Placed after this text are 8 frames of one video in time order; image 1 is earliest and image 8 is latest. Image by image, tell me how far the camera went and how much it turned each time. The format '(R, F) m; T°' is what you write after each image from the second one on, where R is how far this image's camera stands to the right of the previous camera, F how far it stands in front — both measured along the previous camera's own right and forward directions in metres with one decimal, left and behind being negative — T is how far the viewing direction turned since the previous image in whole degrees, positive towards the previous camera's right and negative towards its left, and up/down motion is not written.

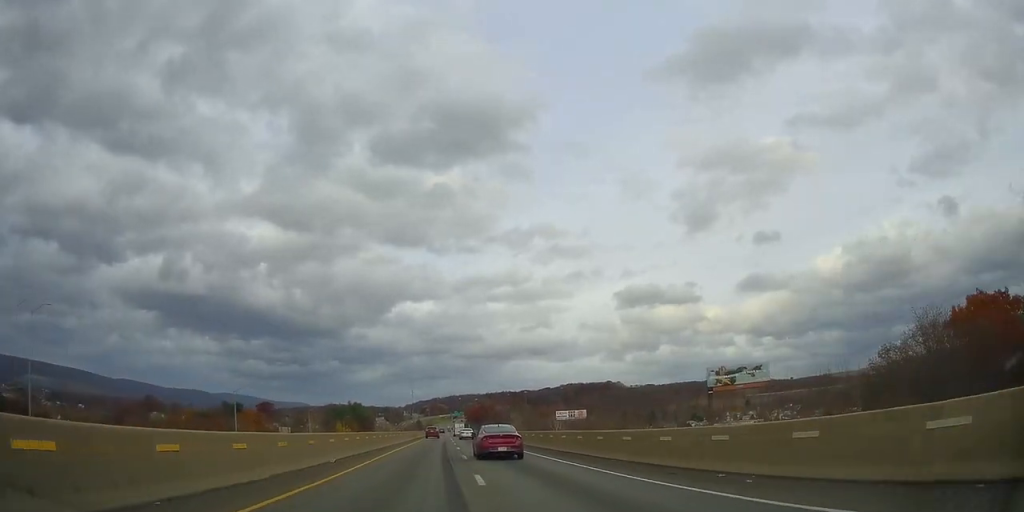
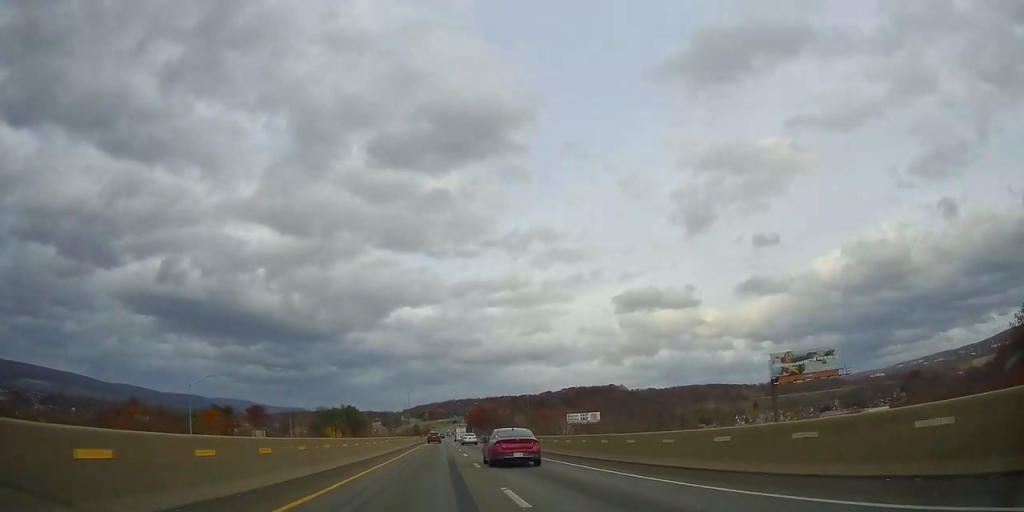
(+0.2, +27.9) m; 0°
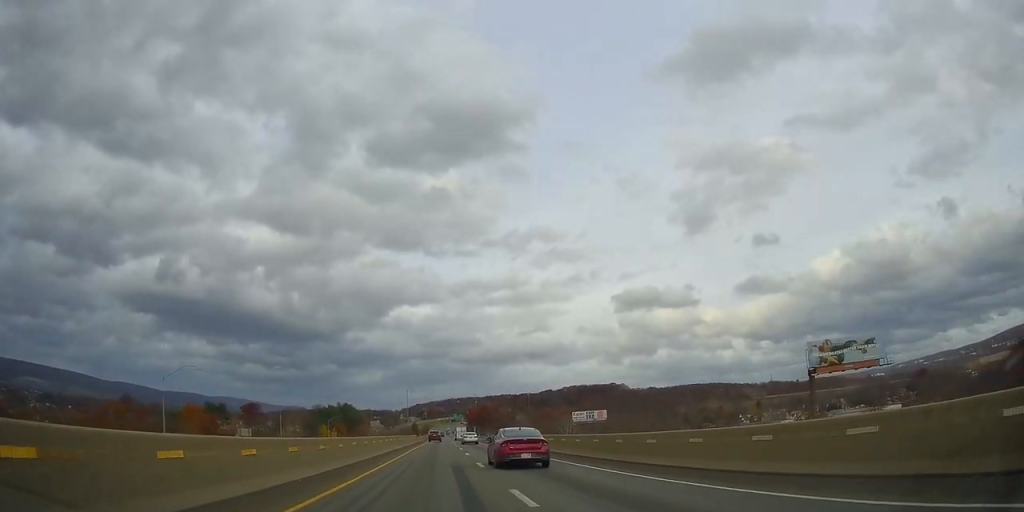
(+0.1, +12.4) m; 0°
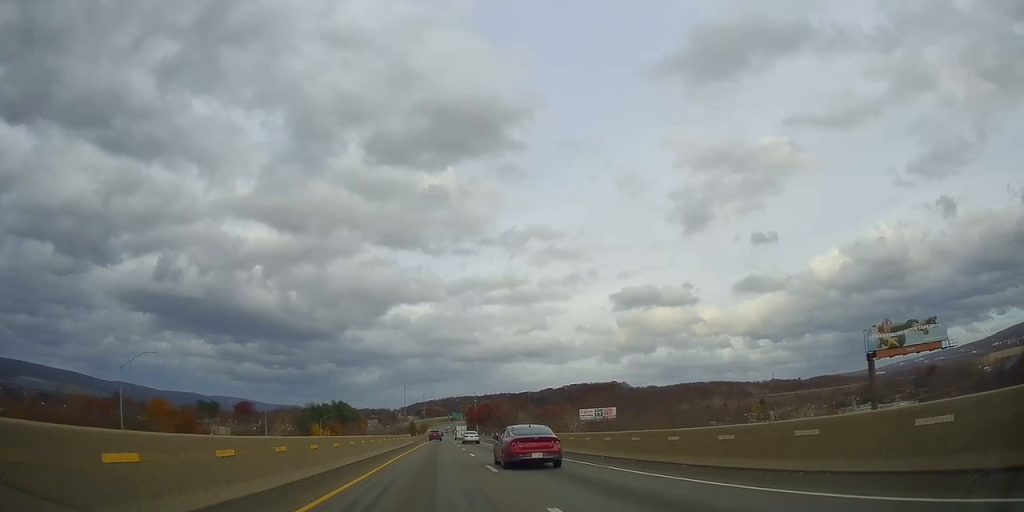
(-0.1, +15.9) m; 0°
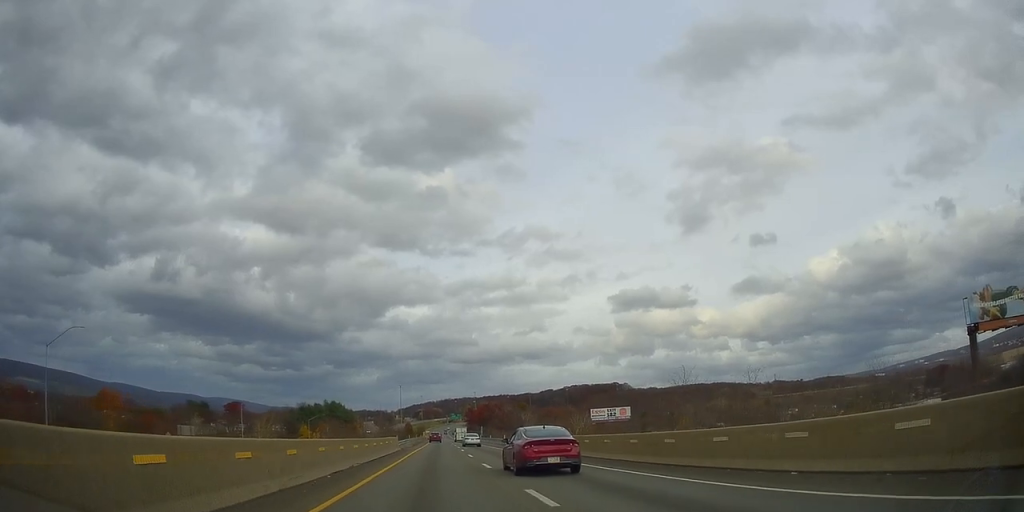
(-0.2, +20.8) m; 0°
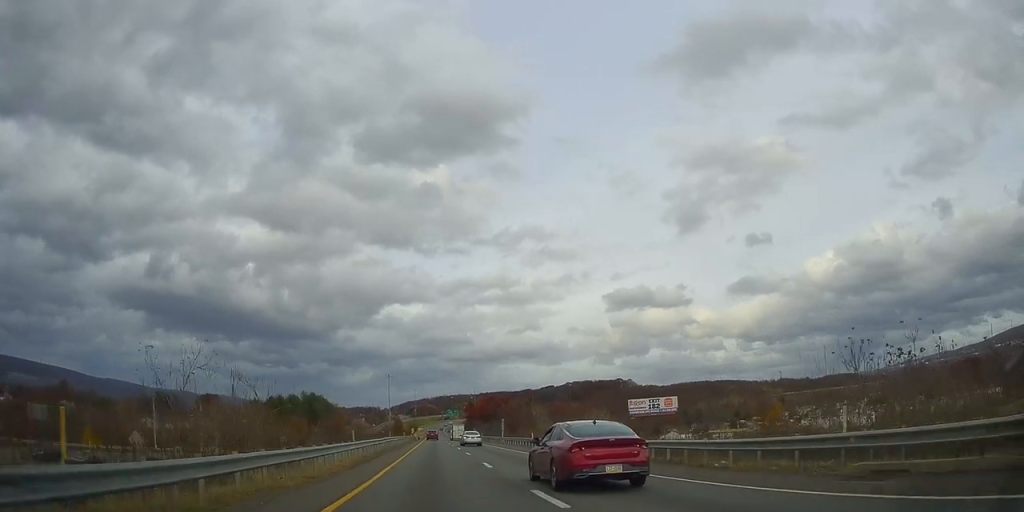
(+1.0, +49.6) m; +1°
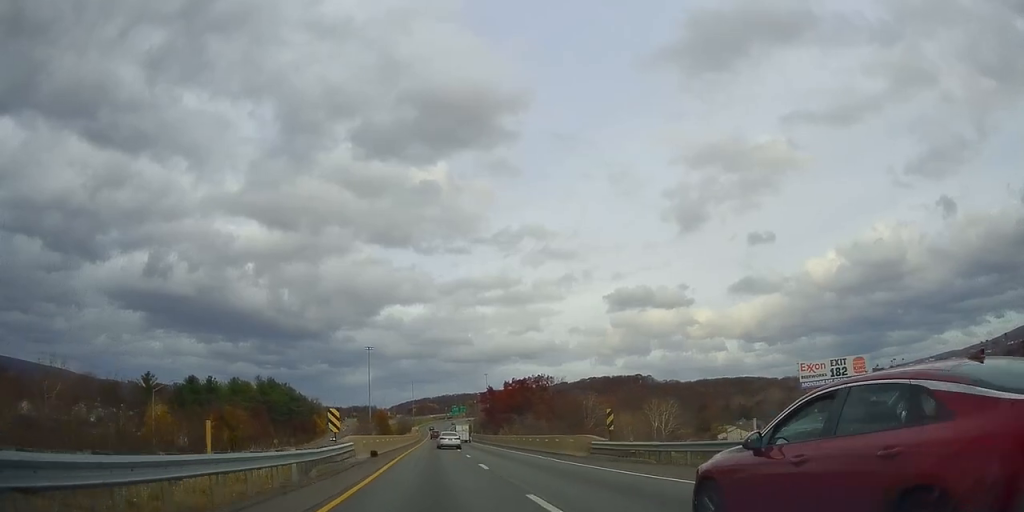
(-0.2, +87.5) m; 0°
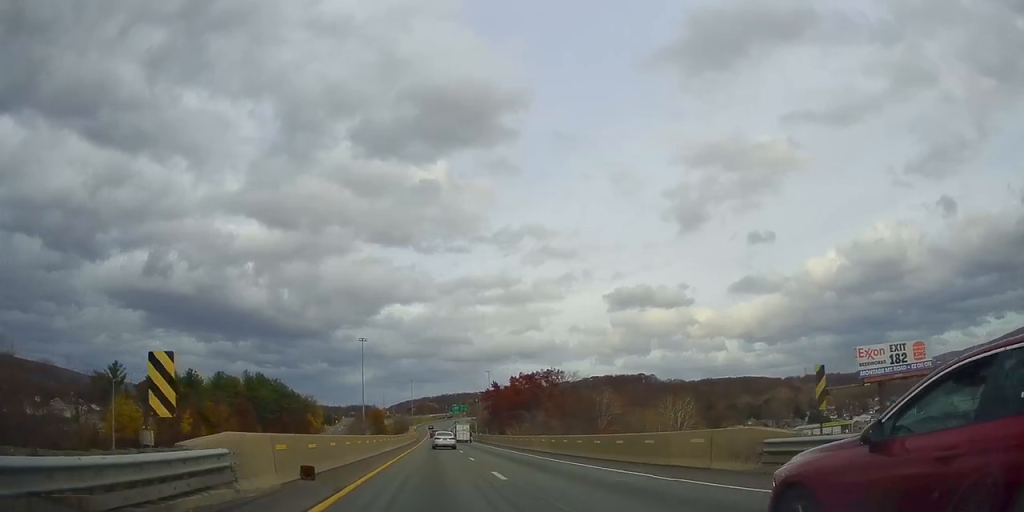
(-0.1, +15.4) m; 0°
